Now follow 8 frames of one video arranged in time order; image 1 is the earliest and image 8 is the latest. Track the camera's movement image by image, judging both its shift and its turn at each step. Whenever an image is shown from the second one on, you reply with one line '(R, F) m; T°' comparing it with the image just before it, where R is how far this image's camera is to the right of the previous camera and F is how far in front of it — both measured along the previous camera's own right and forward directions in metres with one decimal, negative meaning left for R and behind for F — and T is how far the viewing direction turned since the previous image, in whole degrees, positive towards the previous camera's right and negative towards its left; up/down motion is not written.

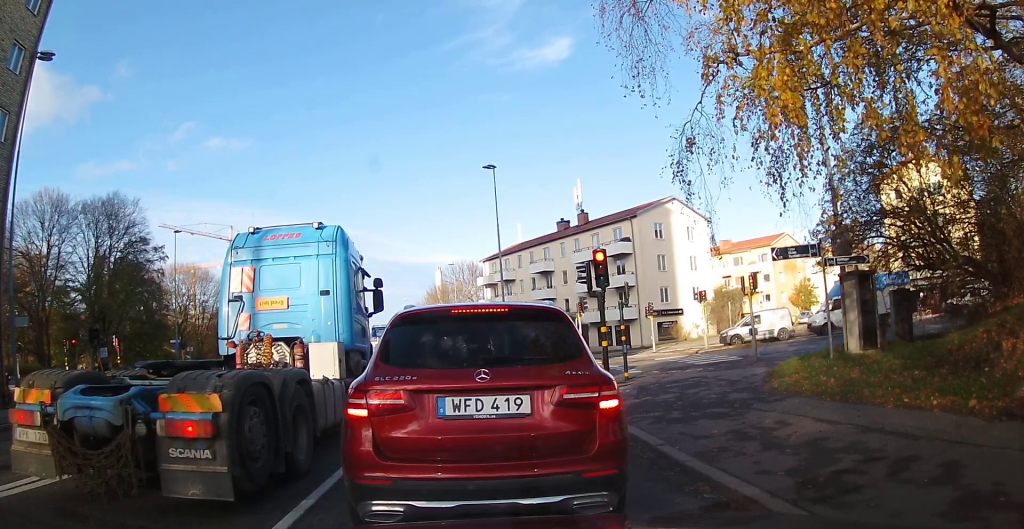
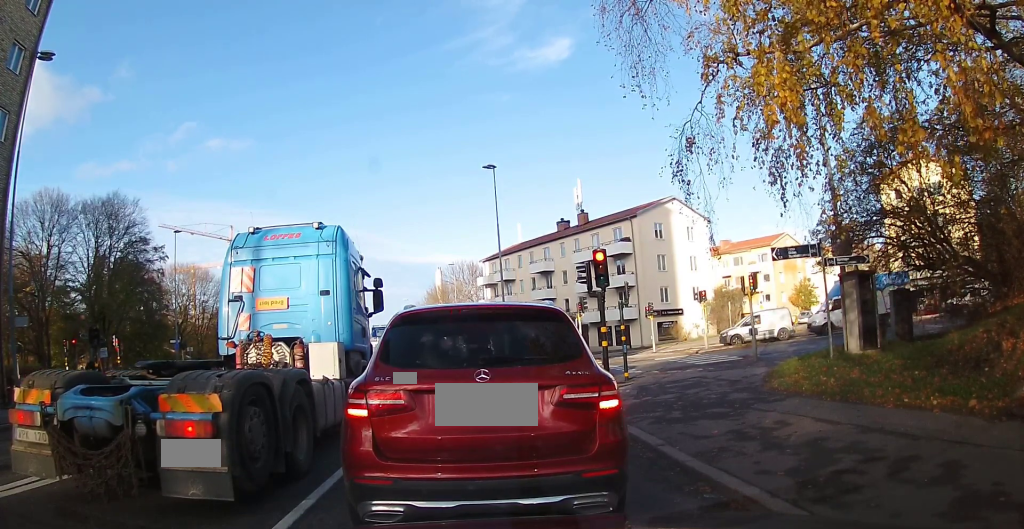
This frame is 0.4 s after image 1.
(0.0, 0.0) m; 0°
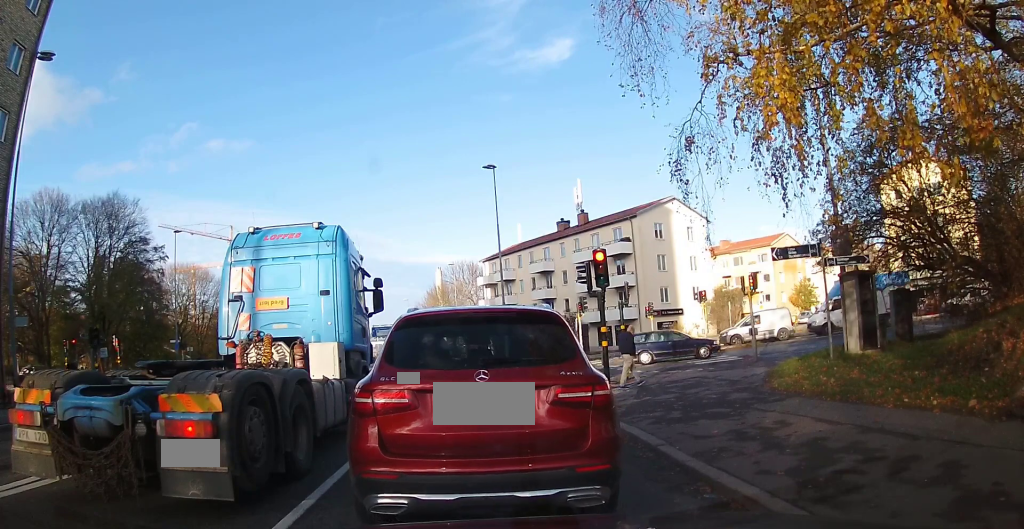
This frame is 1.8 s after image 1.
(0.0, 0.0) m; 0°
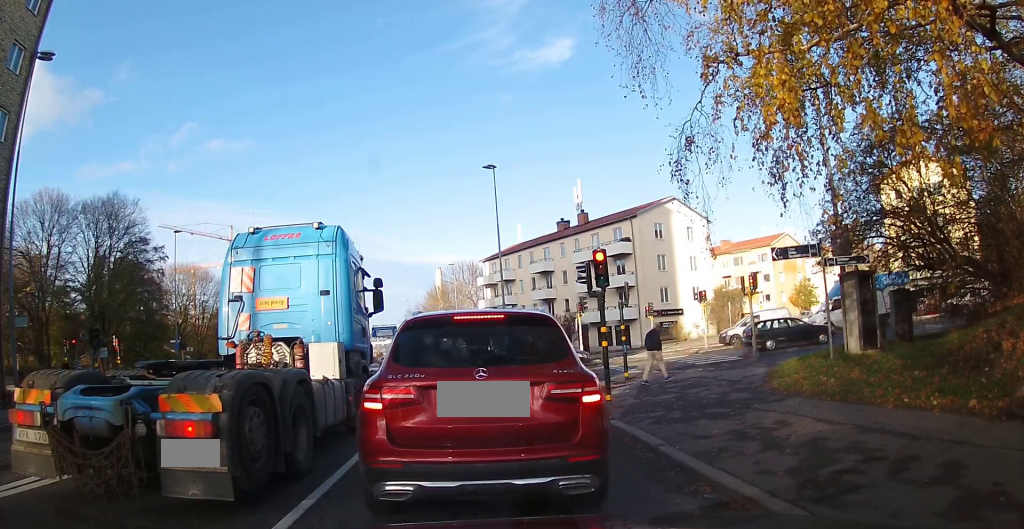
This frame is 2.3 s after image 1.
(0.0, 0.0) m; 0°
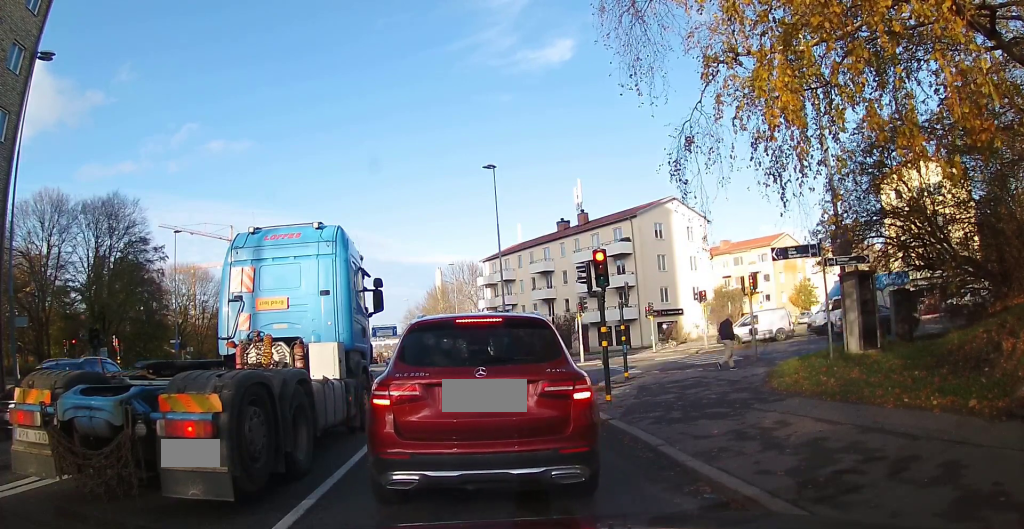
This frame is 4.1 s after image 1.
(-0.1, +0.1) m; 0°
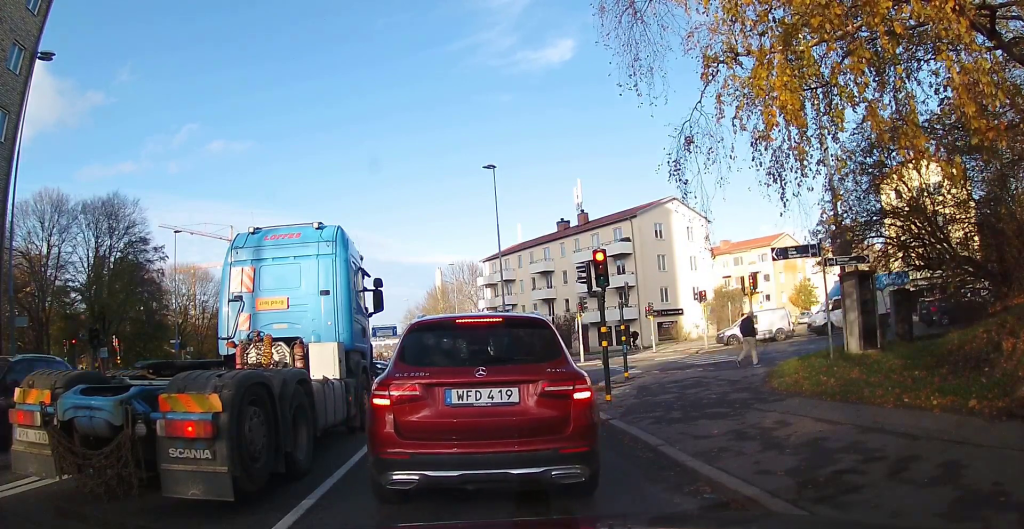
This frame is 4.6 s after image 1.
(0.0, 0.0) m; 0°
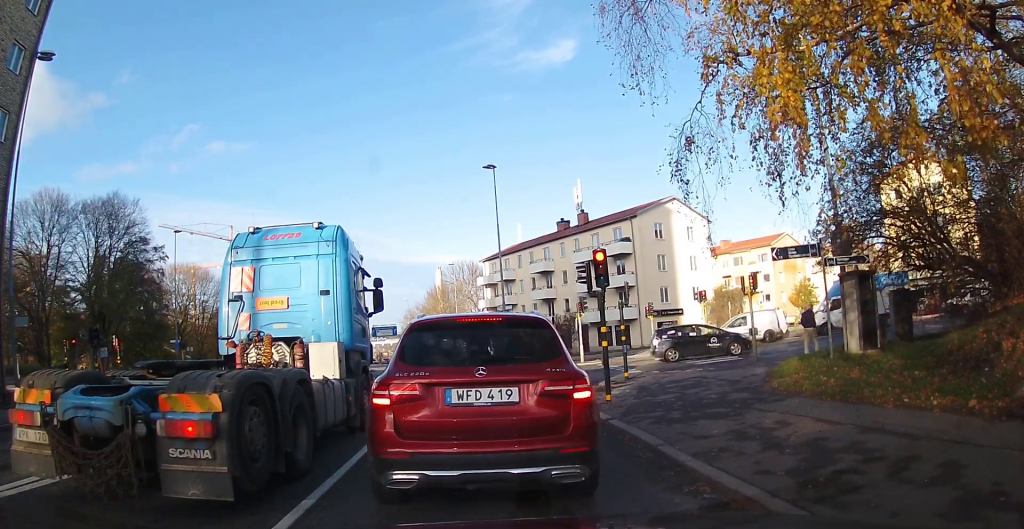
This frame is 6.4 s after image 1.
(+0.1, +0.3) m; 0°
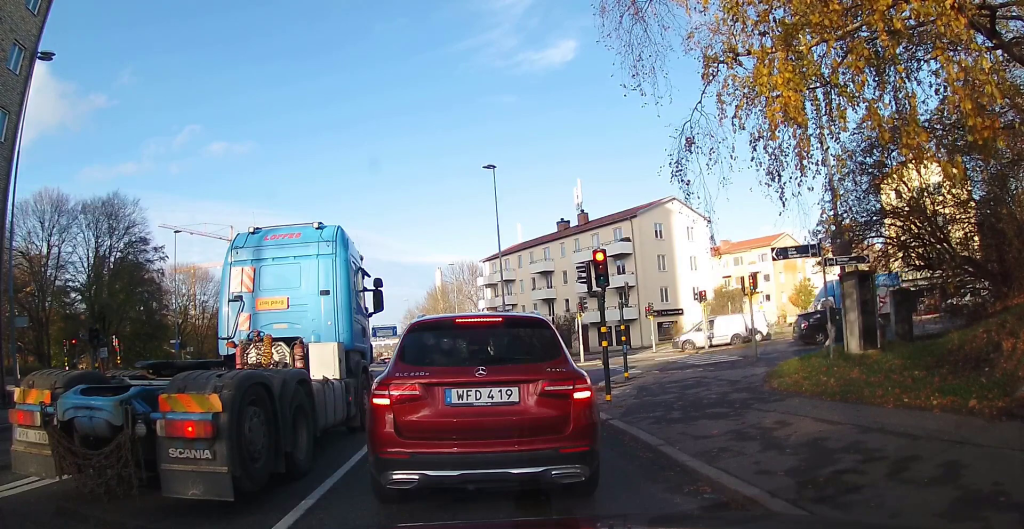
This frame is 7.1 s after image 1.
(0.0, 0.0) m; 0°
